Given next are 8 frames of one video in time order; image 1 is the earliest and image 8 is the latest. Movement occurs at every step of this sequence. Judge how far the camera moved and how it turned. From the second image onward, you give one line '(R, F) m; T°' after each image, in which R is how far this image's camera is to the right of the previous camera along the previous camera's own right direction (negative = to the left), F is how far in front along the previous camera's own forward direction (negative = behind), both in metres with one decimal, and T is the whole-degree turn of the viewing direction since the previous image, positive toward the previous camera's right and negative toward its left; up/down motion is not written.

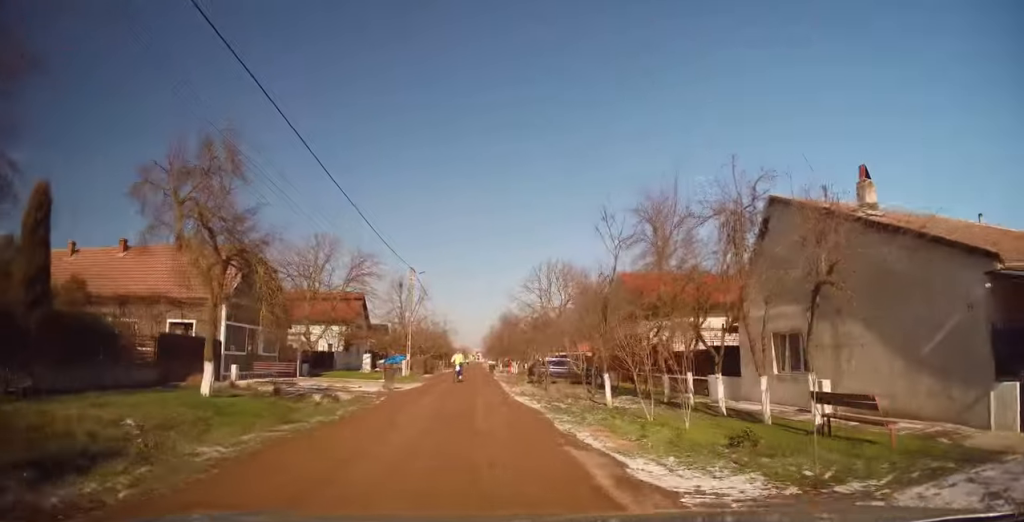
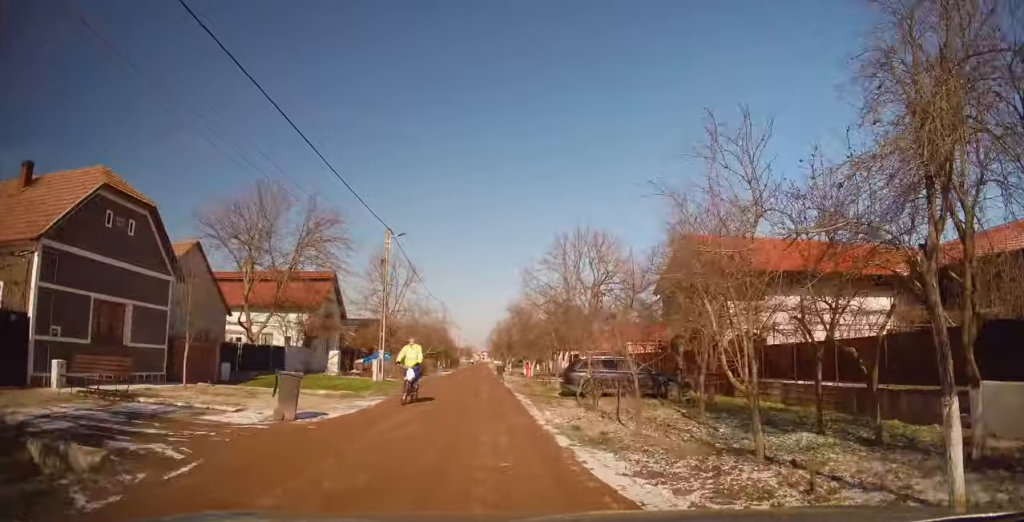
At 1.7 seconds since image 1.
(0.0, +12.0) m; -1°
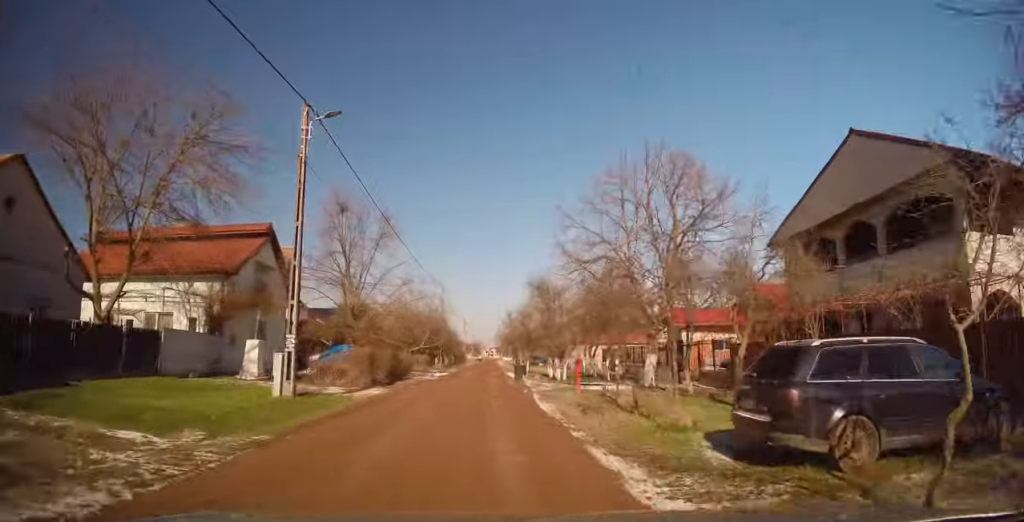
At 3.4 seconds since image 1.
(-0.5, +13.0) m; -1°
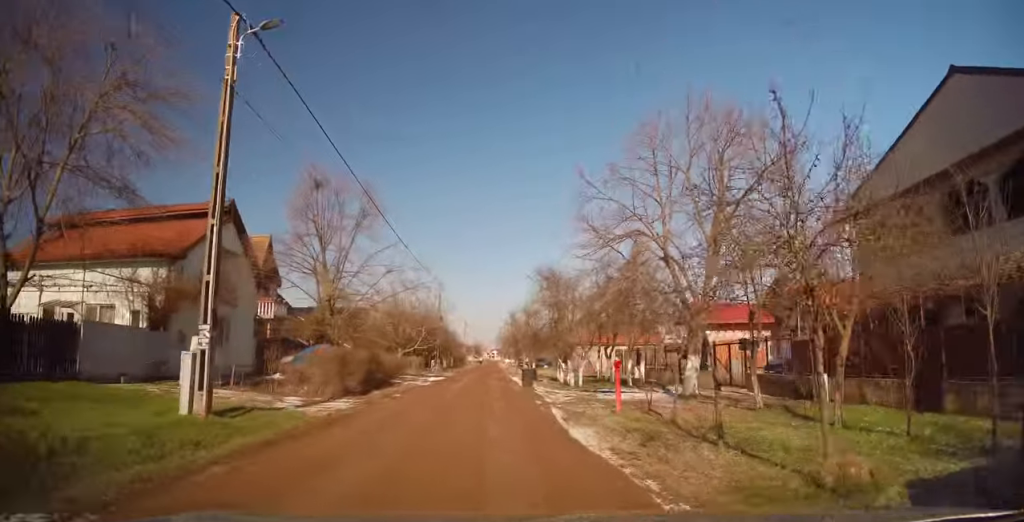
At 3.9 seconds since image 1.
(0.0, +4.4) m; +1°
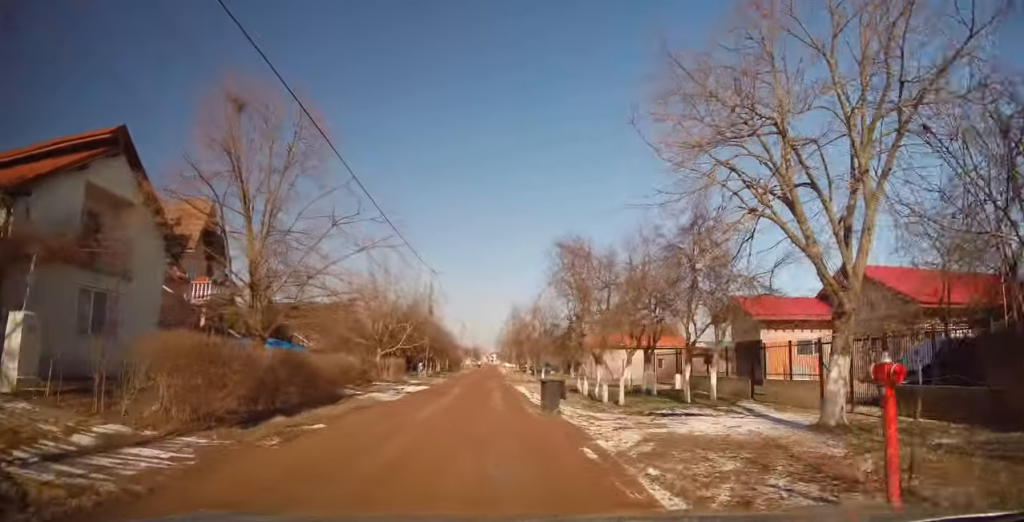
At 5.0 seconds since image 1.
(+0.3, +8.3) m; -1°
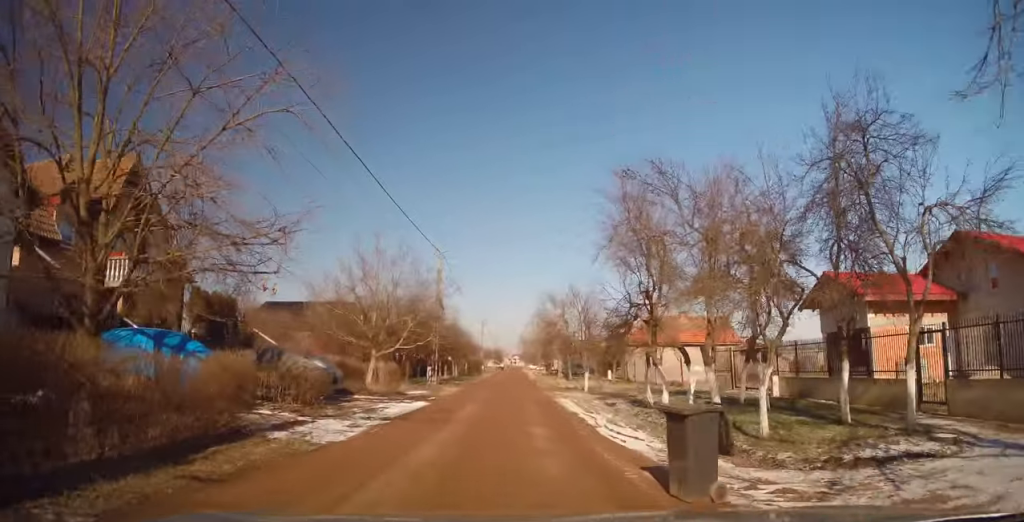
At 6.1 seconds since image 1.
(-0.3, +8.4) m; -2°
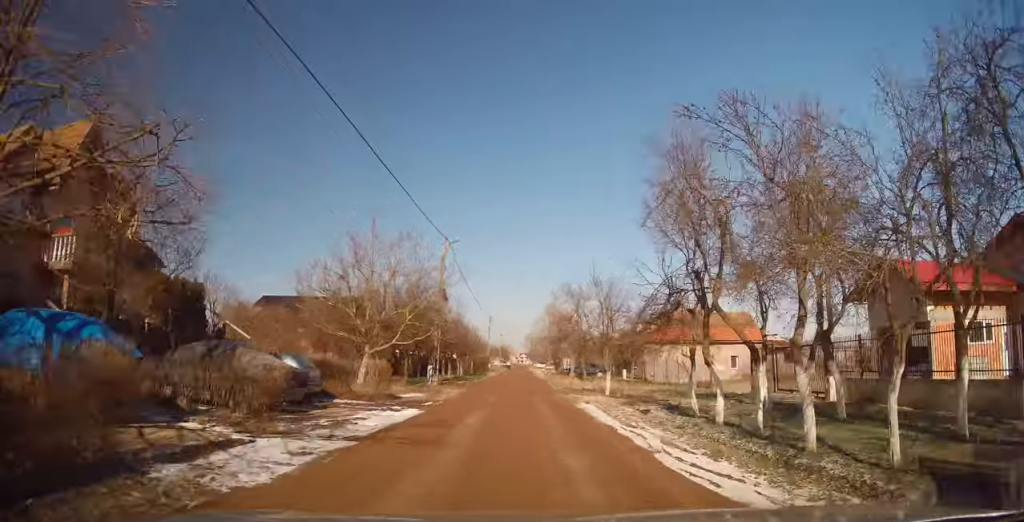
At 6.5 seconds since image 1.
(0.0, +3.4) m; 0°
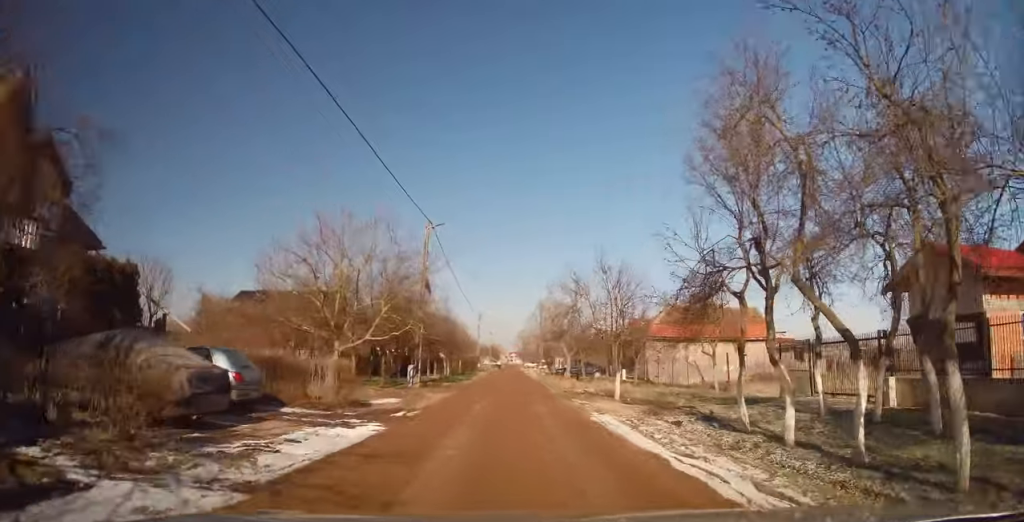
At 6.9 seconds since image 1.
(0.0, +3.4) m; 0°
